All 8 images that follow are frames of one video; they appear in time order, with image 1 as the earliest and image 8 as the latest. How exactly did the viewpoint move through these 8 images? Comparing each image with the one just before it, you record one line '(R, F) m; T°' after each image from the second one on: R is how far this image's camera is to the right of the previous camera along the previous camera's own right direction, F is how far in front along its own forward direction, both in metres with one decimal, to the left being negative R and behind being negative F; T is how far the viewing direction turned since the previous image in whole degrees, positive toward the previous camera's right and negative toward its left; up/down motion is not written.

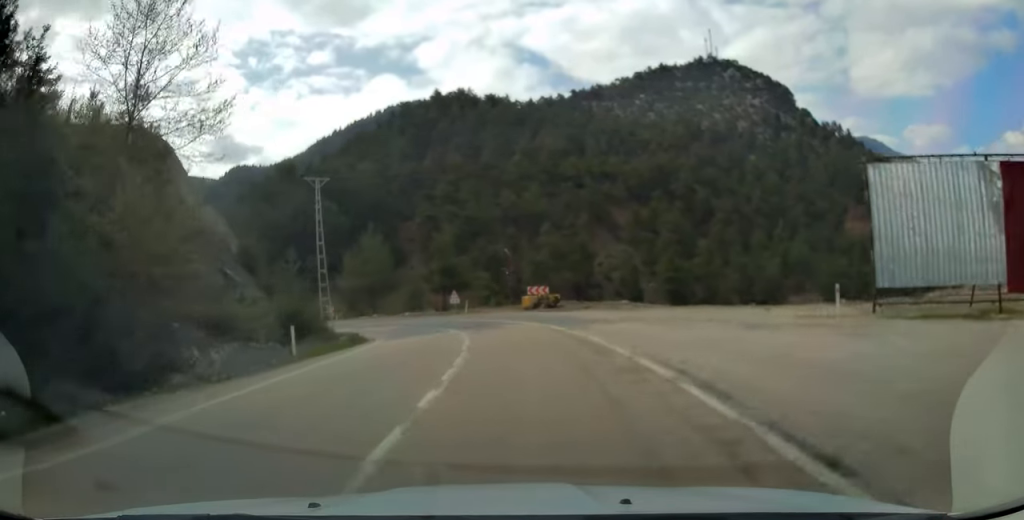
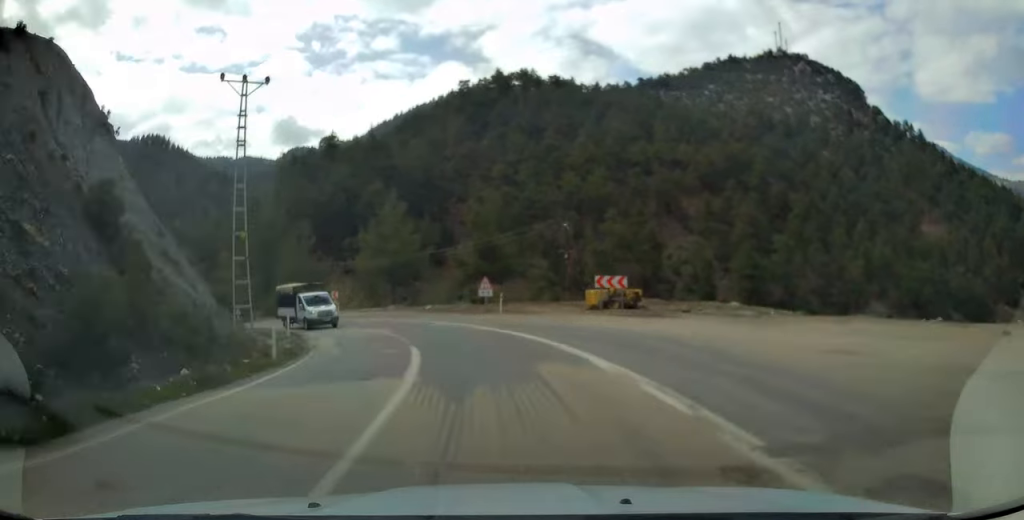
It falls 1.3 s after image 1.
(-0.6, +17.4) m; -4°
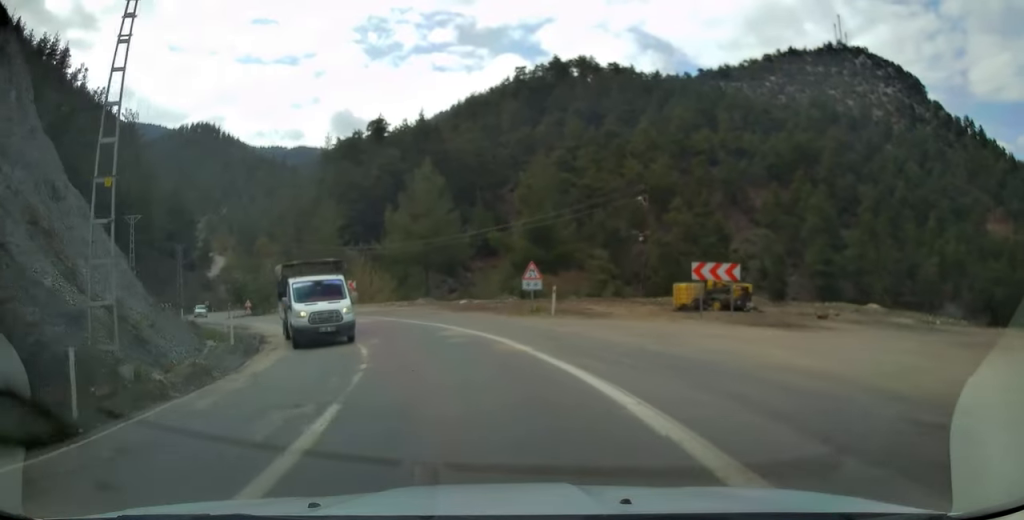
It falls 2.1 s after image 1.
(-0.2, +10.8) m; -6°
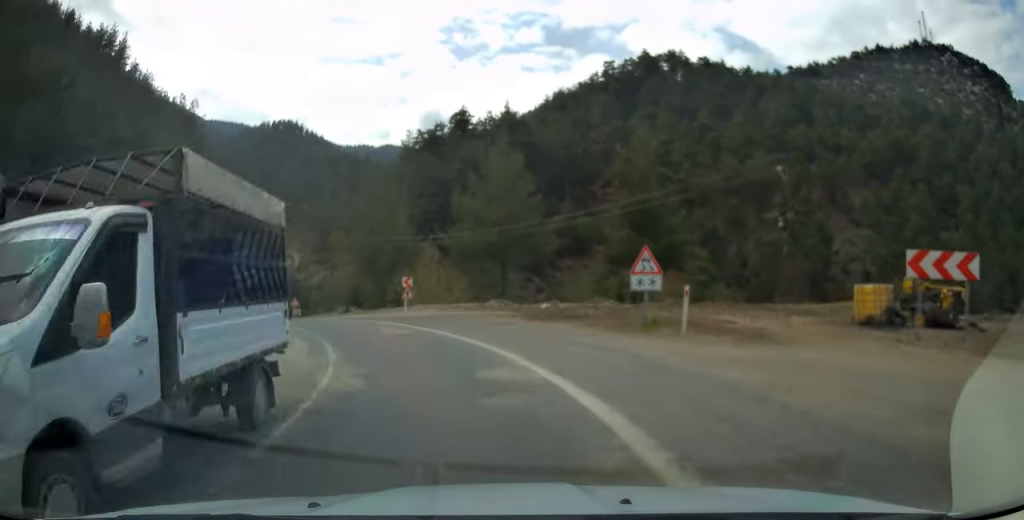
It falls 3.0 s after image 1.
(-0.5, +9.6) m; -10°
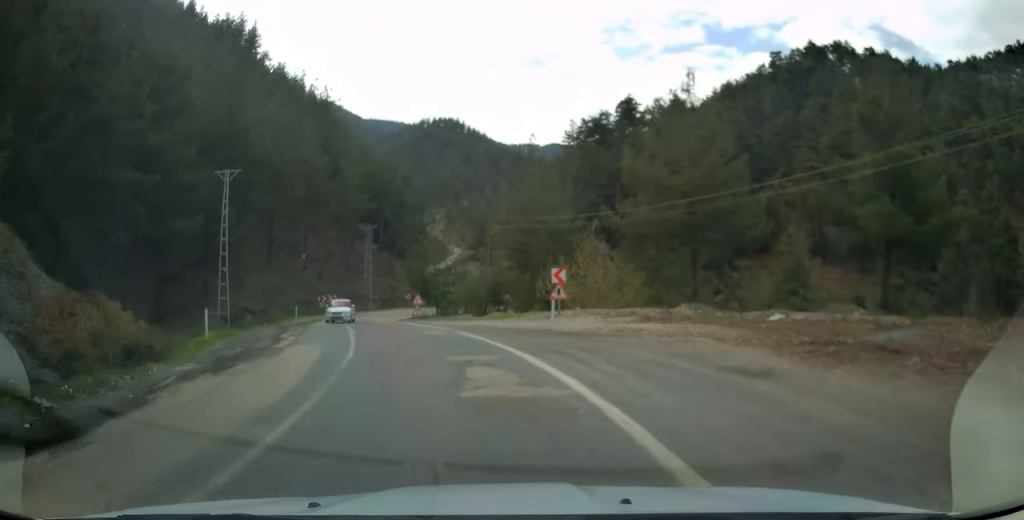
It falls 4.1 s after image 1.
(-2.1, +12.0) m; -18°
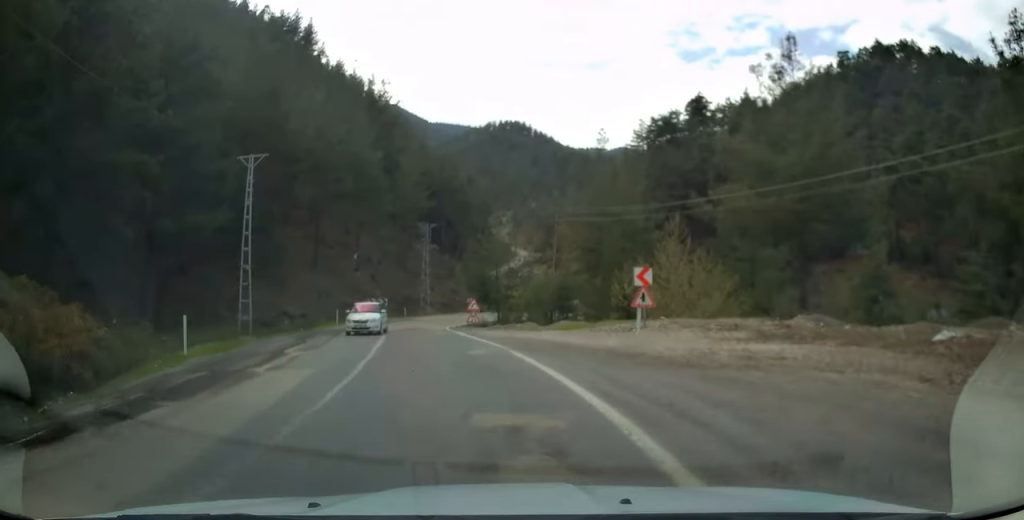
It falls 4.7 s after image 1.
(-0.7, +5.3) m; -6°
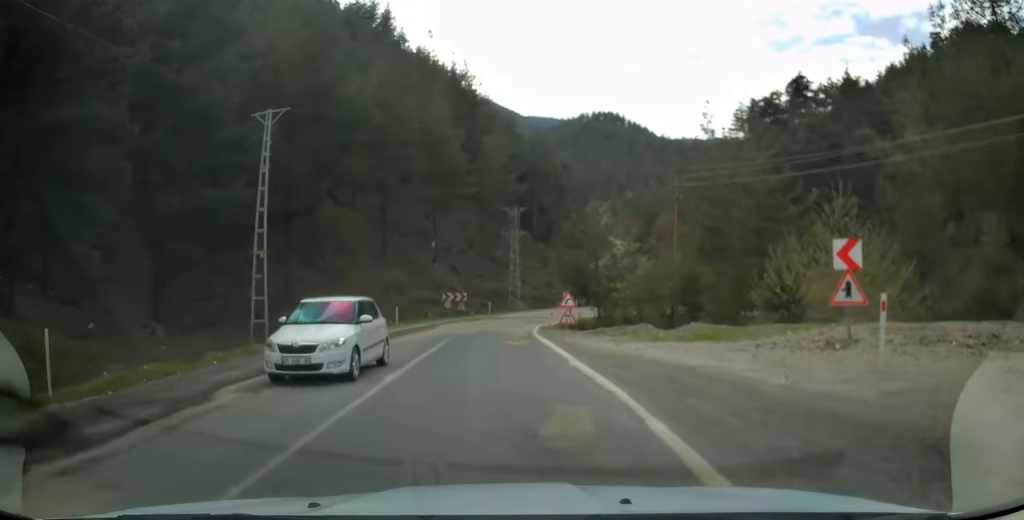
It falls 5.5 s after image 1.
(-0.5, +8.4) m; -6°
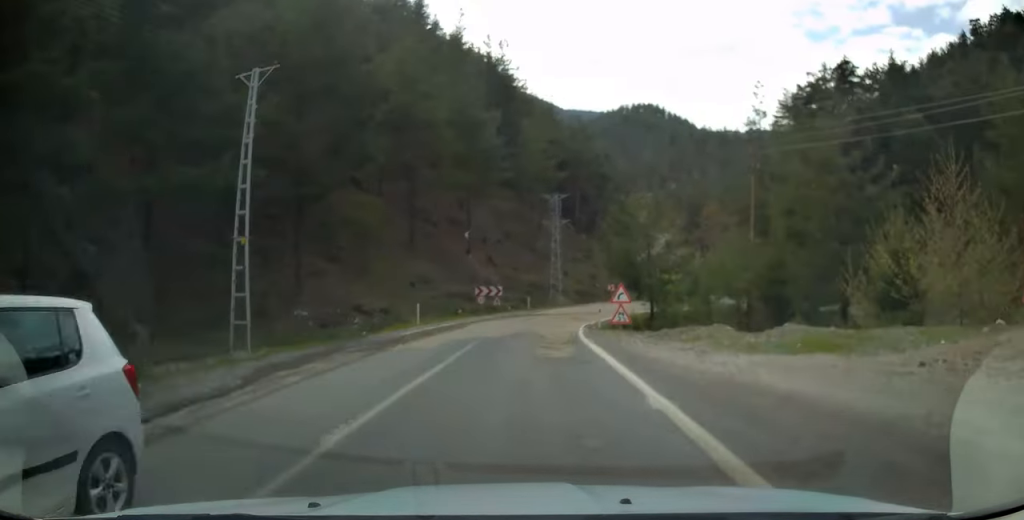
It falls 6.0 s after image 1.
(+0.1, +4.8) m; -3°
